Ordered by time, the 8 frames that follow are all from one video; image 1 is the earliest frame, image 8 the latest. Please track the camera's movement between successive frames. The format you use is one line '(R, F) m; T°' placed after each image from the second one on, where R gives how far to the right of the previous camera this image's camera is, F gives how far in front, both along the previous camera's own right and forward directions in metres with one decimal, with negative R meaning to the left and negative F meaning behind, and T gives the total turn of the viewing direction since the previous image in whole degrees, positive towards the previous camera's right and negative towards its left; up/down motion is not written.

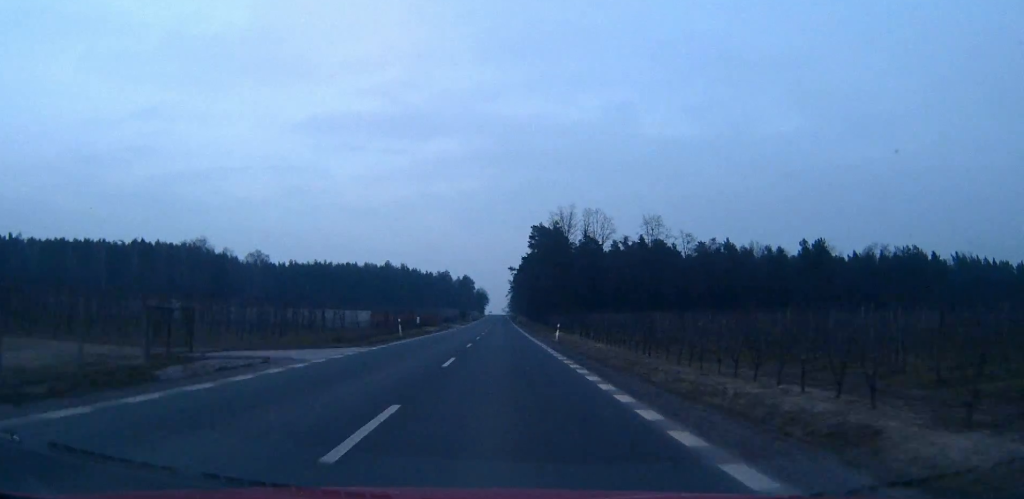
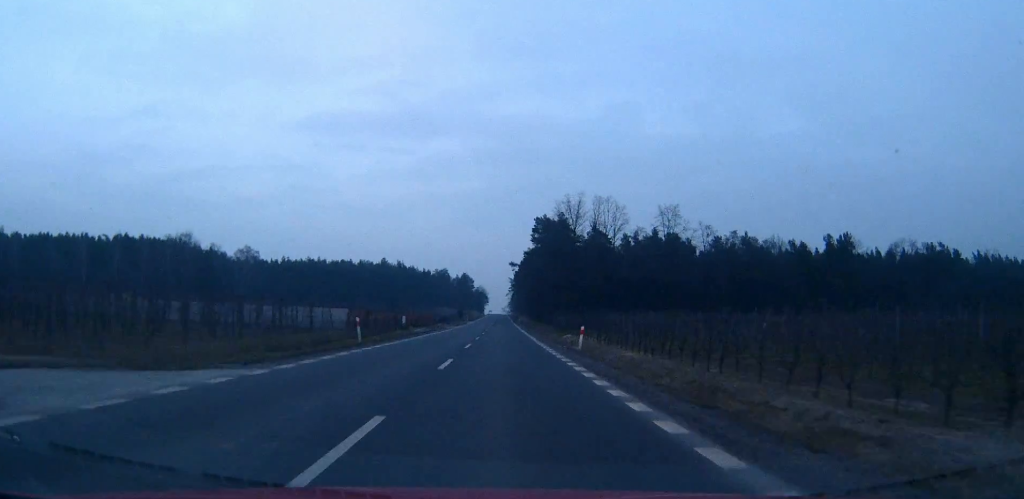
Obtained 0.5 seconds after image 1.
(-0.1, +13.4) m; 0°
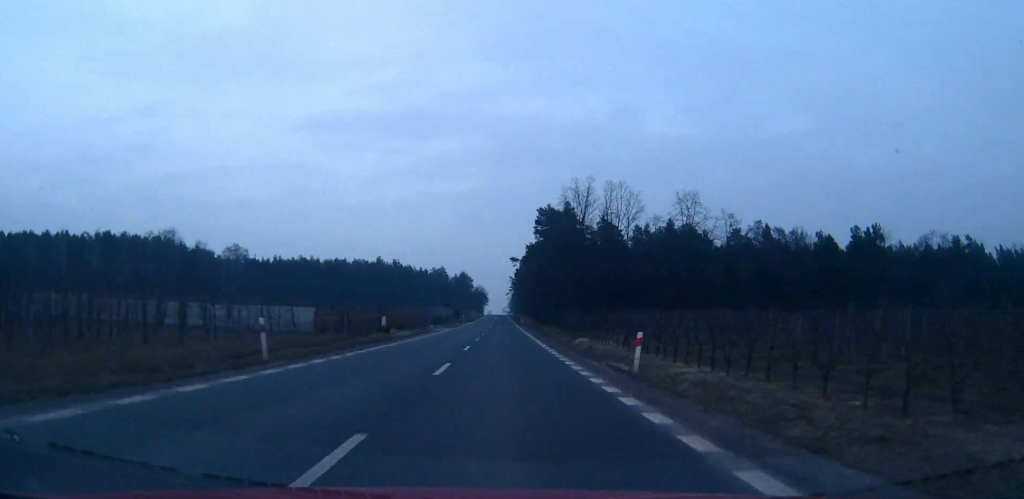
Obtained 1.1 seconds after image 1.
(0.0, +13.3) m; 0°
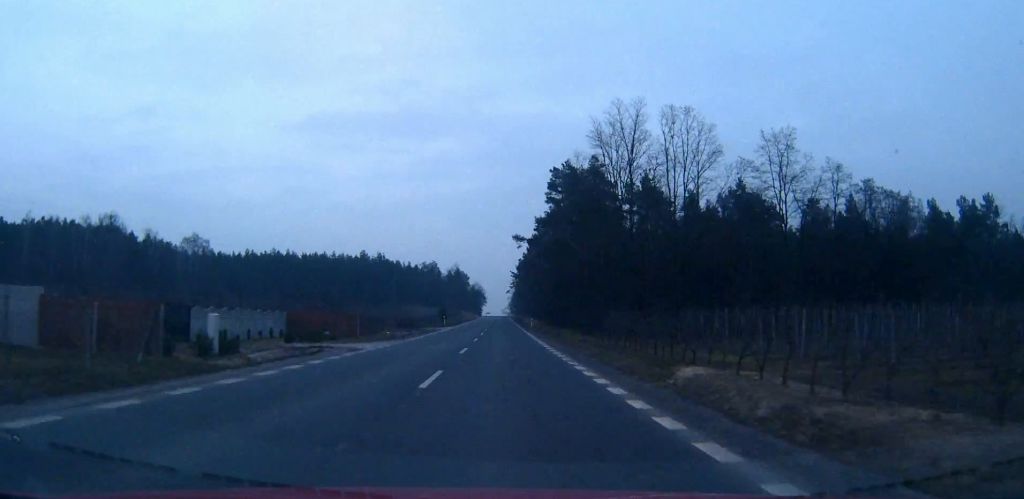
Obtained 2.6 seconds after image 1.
(+0.1, +39.0) m; 0°
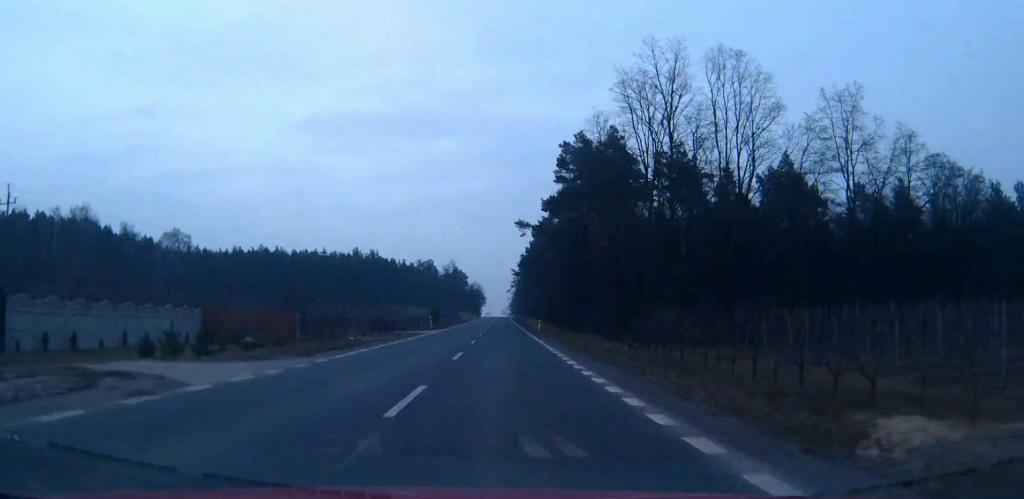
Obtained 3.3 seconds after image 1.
(0.0, +15.7) m; 0°
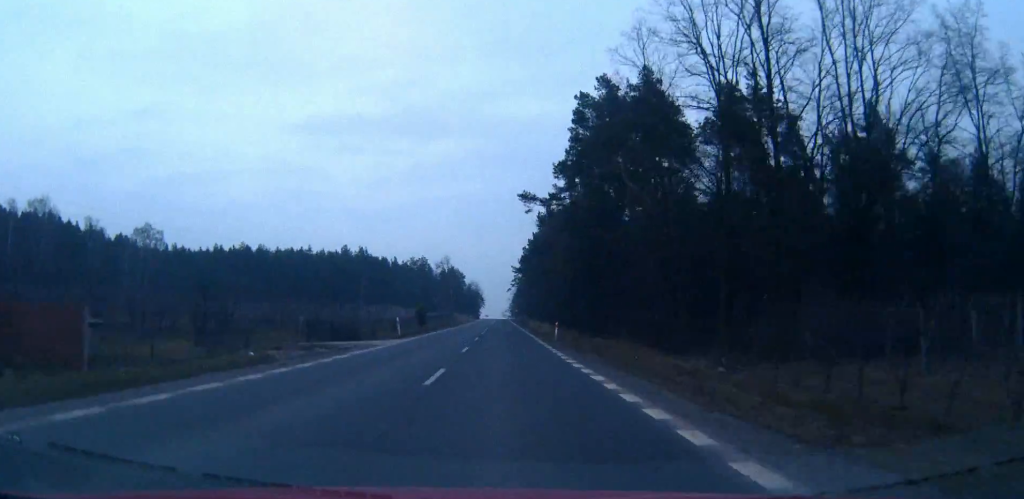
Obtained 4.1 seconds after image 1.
(0.0, +19.9) m; 0°
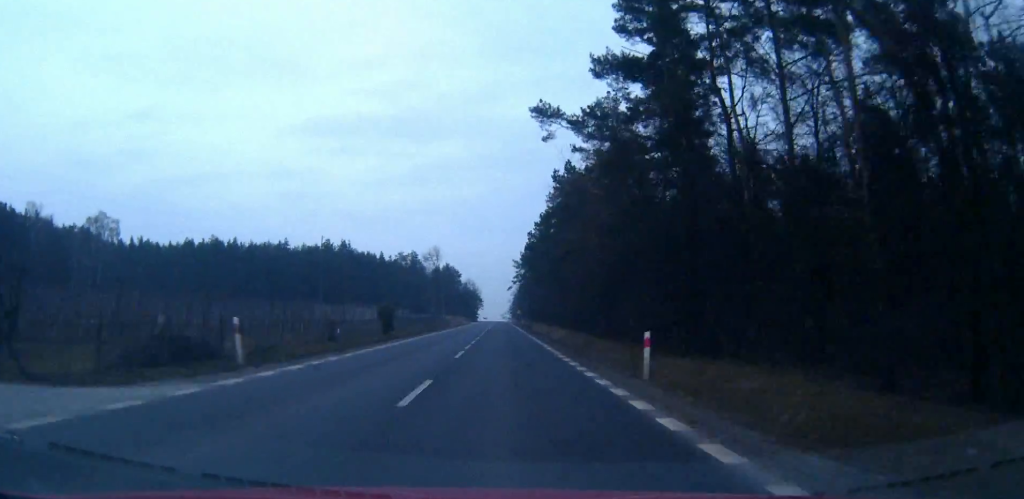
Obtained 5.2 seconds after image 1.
(0.0, +27.3) m; 0°
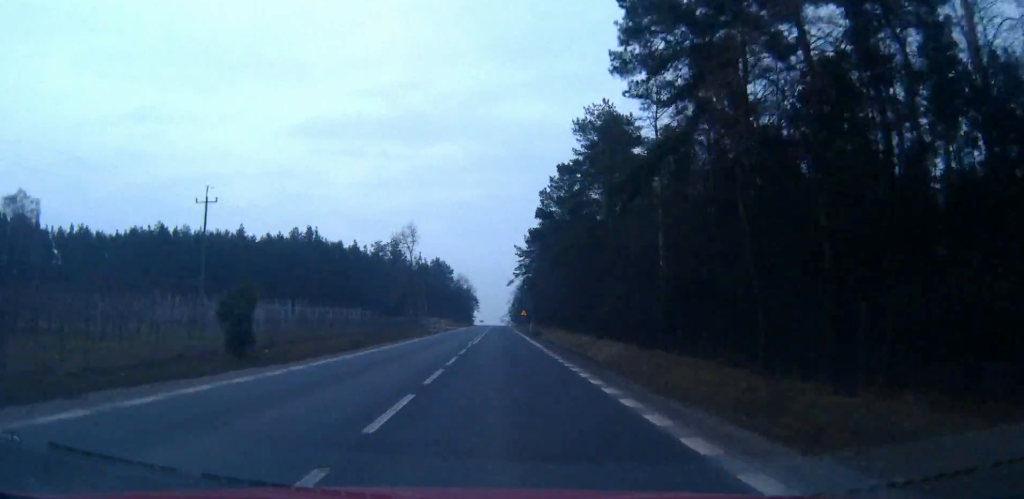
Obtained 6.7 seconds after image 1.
(0.0, +37.9) m; 0°
